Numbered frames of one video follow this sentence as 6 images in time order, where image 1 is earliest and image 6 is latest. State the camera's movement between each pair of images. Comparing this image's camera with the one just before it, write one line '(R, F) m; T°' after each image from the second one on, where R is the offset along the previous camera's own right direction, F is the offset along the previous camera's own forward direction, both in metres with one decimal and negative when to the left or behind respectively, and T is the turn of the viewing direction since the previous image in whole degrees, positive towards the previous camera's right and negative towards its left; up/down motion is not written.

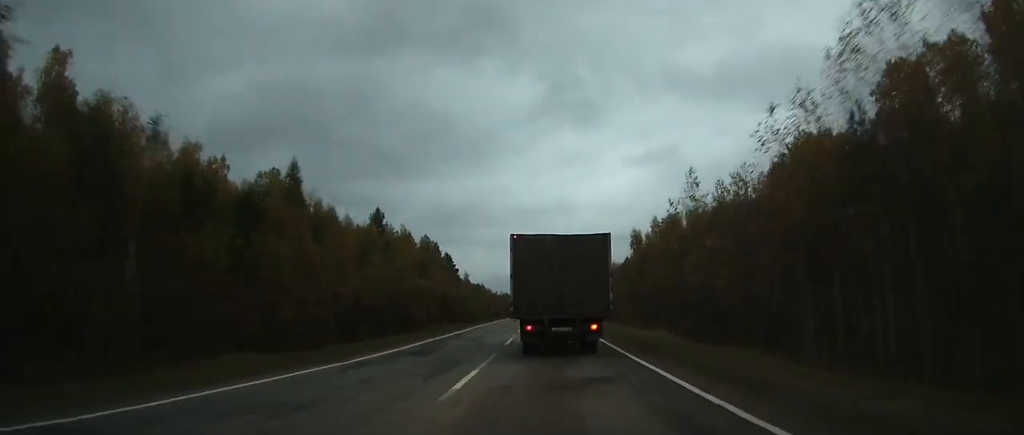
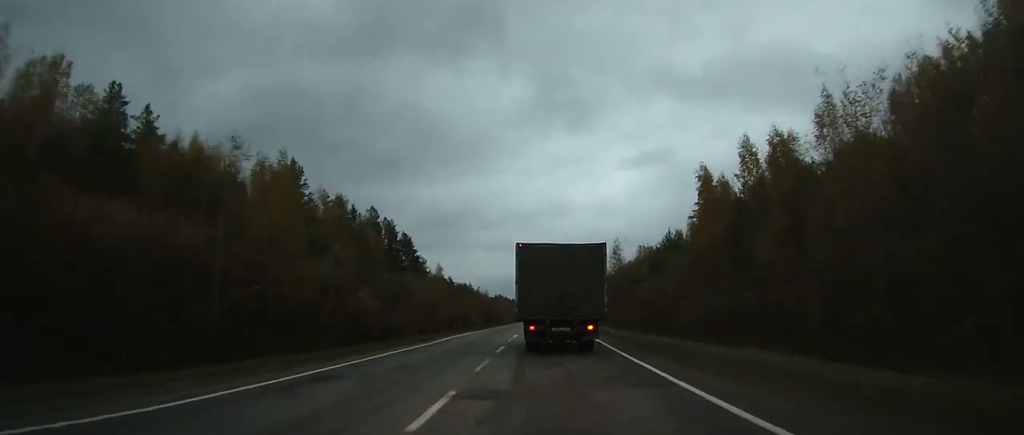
(-0.4, +51.4) m; 0°
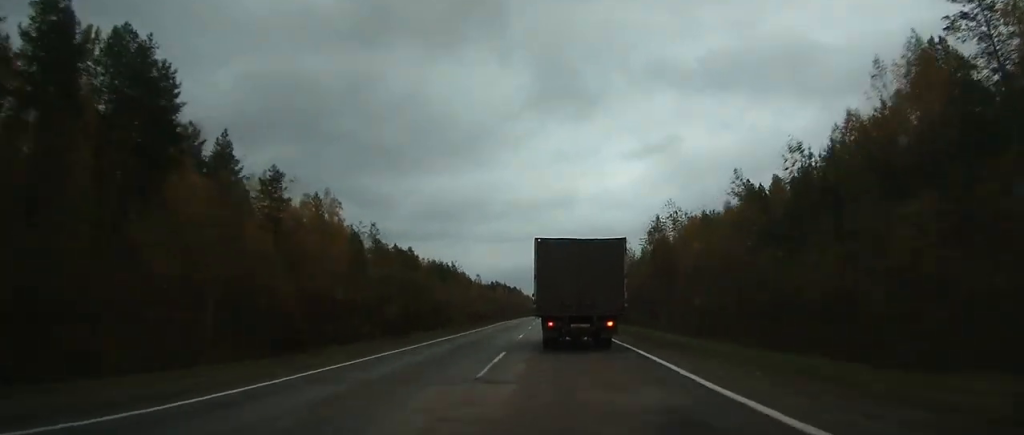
(+0.1, +89.5) m; 0°
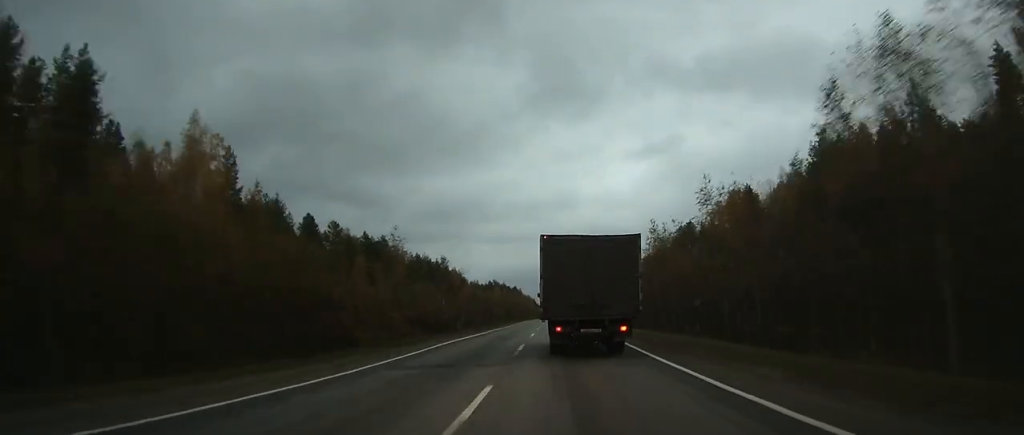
(-0.1, +31.5) m; 0°
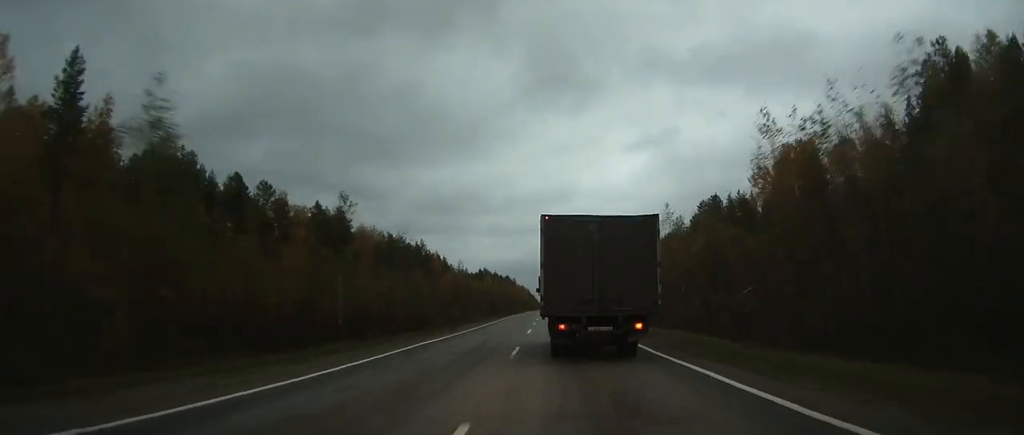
(0.0, +27.2) m; 0°
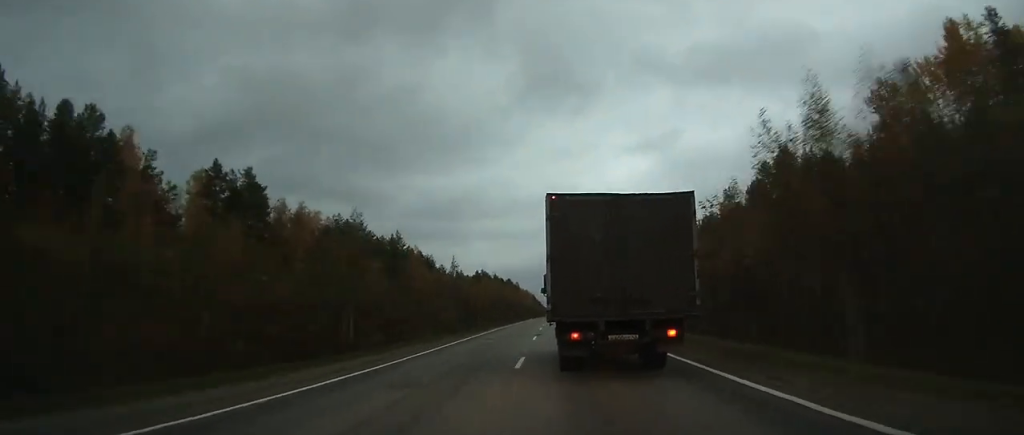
(+0.1, +37.8) m; 0°
